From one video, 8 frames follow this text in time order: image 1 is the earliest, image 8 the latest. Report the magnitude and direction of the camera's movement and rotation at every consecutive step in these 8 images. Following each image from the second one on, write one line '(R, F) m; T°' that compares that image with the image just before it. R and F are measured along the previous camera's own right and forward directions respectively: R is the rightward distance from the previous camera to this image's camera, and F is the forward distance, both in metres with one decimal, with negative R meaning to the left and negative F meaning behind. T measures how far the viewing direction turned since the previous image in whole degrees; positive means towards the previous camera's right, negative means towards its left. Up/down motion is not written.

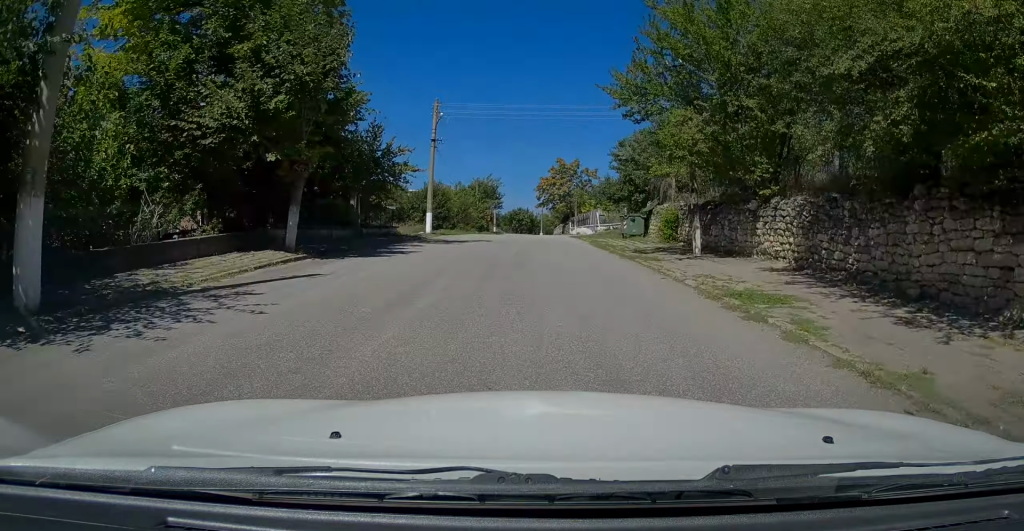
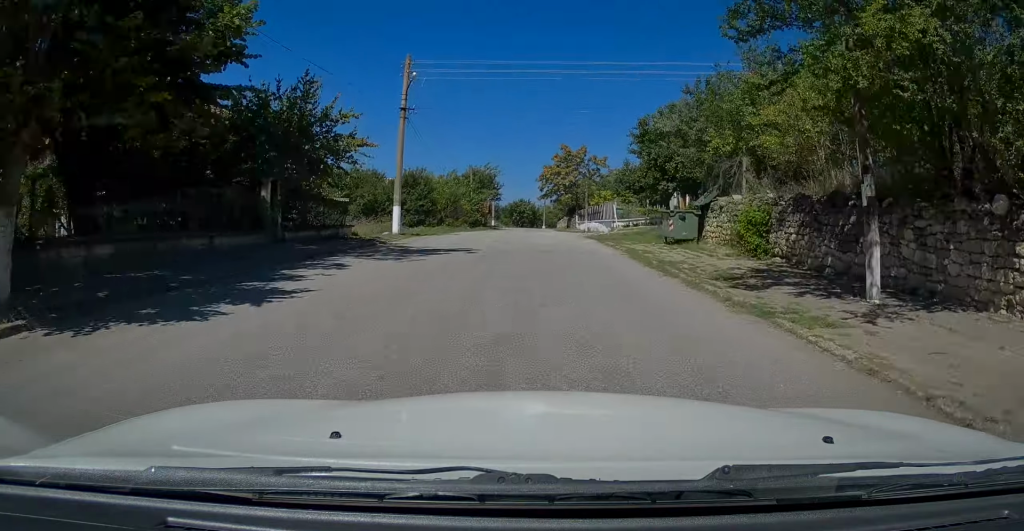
(-0.2, +8.9) m; -1°
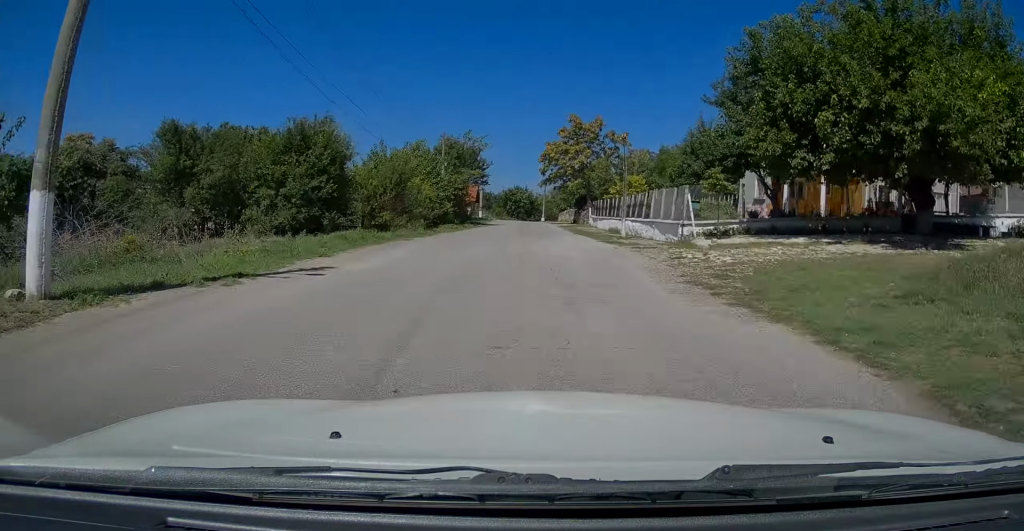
(+0.2, +19.6) m; +1°
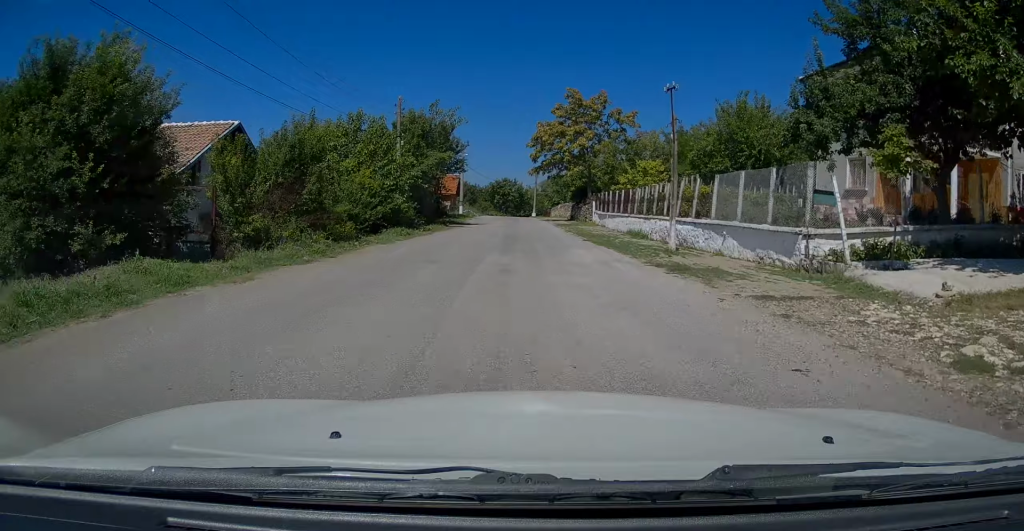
(0.0, +11.4) m; 0°
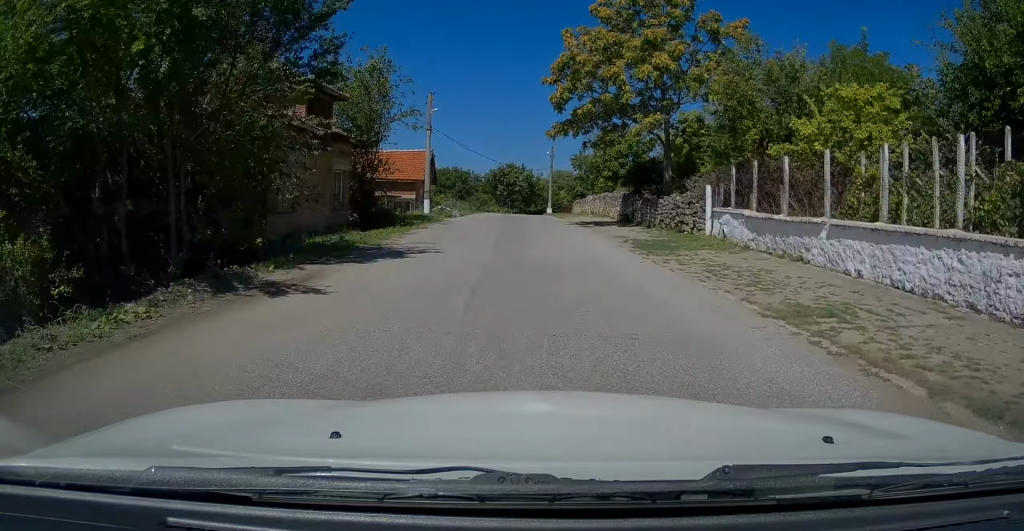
(+0.1, +26.8) m; -1°
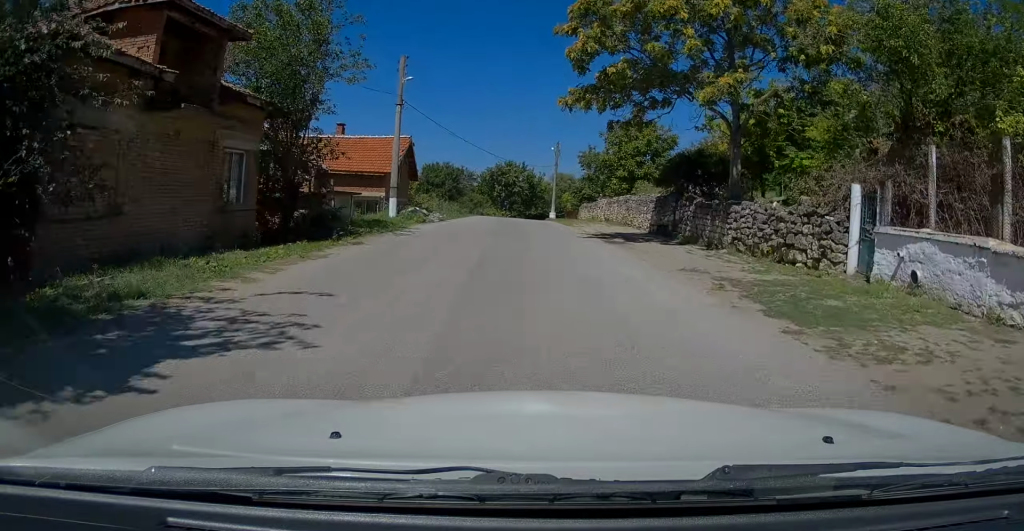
(-0.1, +9.1) m; -1°
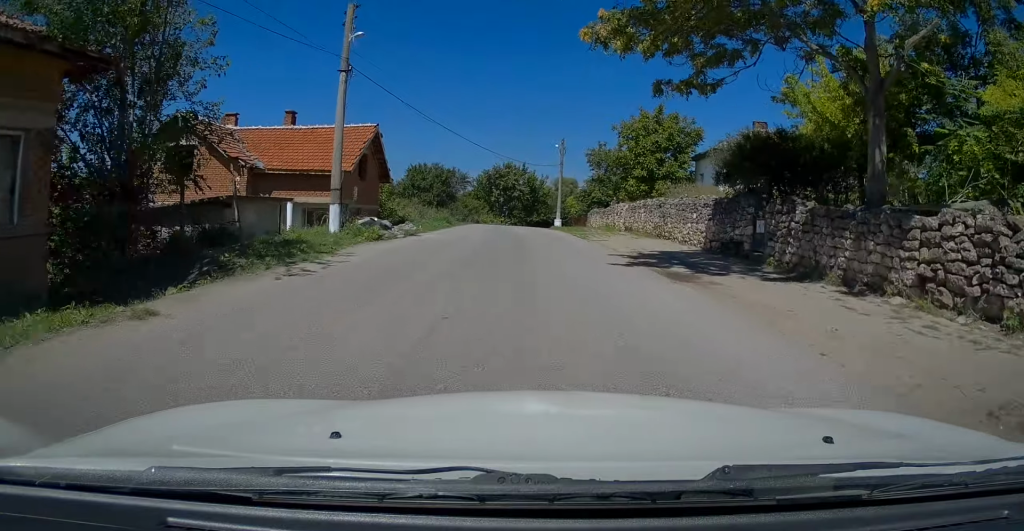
(-0.2, +8.4) m; 0°
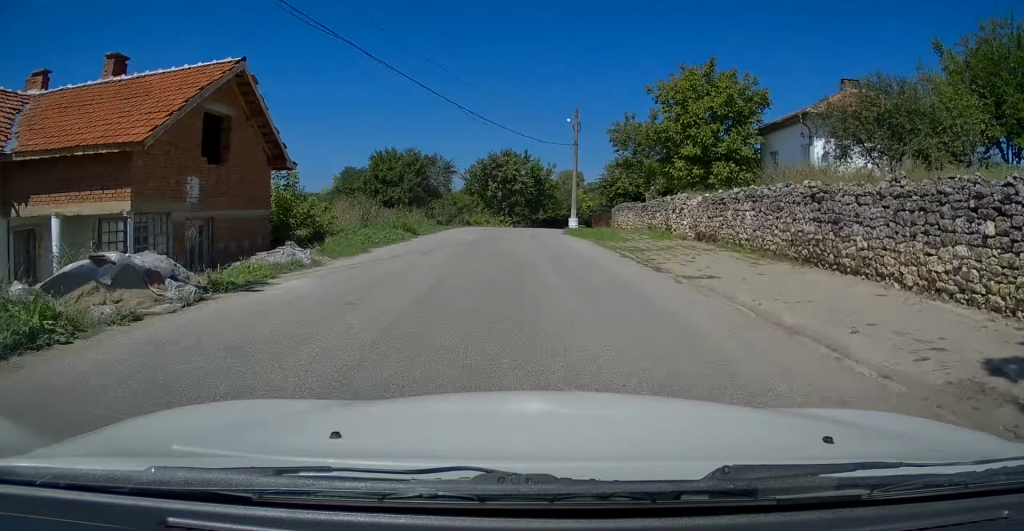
(+0.2, +14.3) m; +1°
